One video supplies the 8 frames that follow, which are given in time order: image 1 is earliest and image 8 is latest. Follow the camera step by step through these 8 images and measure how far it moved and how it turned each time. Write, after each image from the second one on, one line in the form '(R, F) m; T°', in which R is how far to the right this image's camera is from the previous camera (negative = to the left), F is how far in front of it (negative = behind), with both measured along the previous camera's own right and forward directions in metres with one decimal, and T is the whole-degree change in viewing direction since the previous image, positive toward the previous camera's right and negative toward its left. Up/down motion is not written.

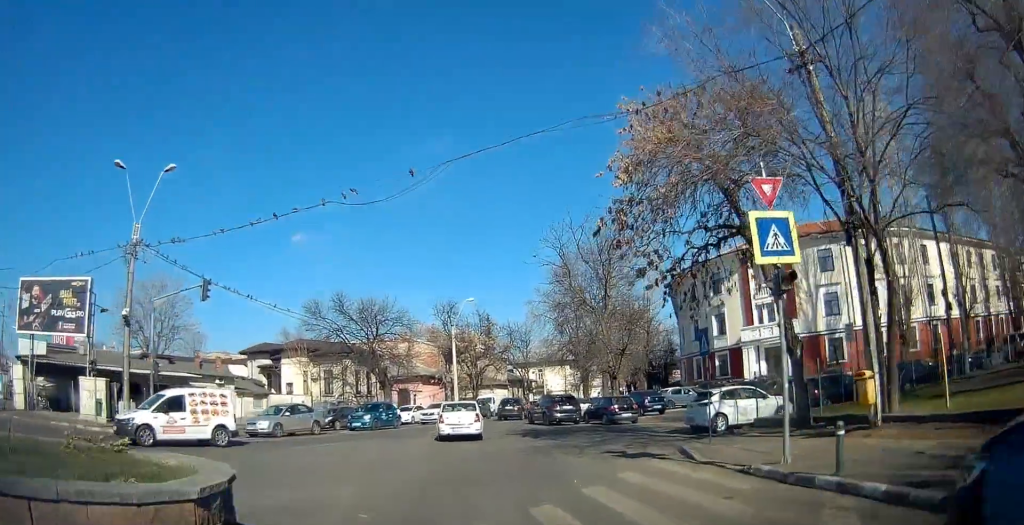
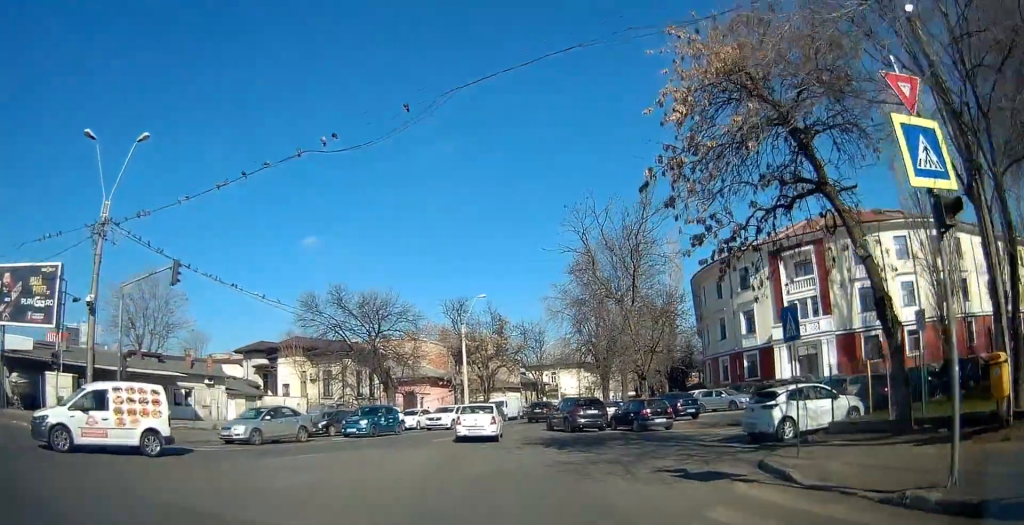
(-0.1, +4.2) m; 0°
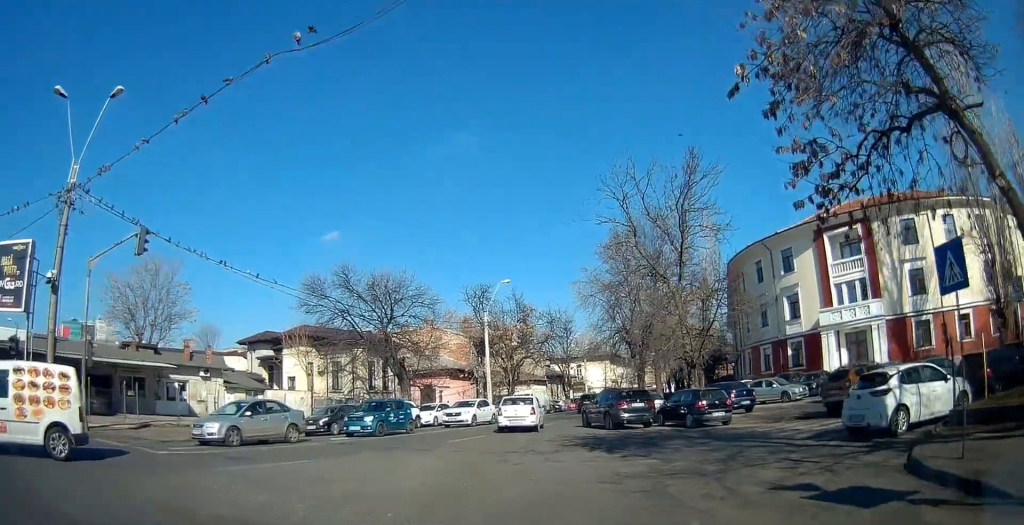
(+0.1, +4.3) m; 0°
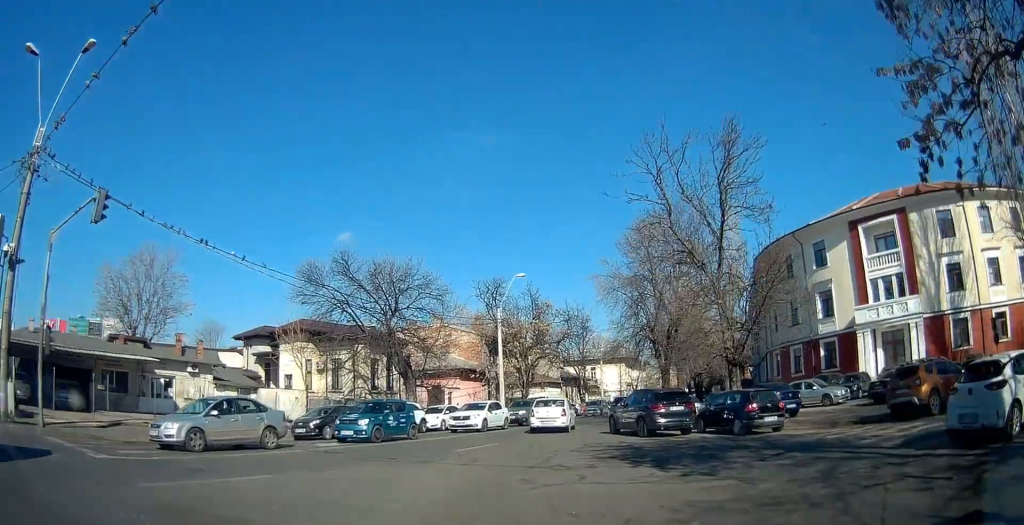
(+0.1, +3.2) m; 0°
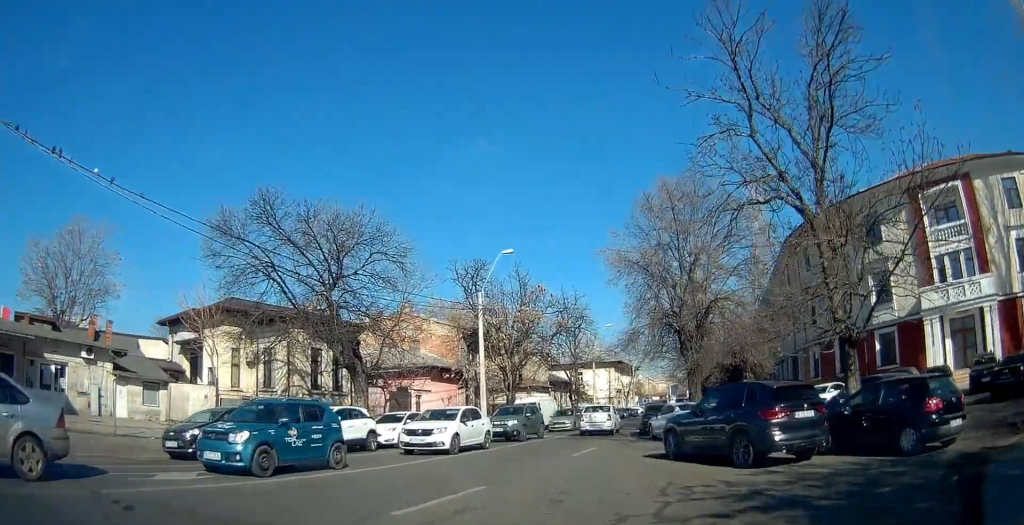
(0.0, +8.5) m; +1°
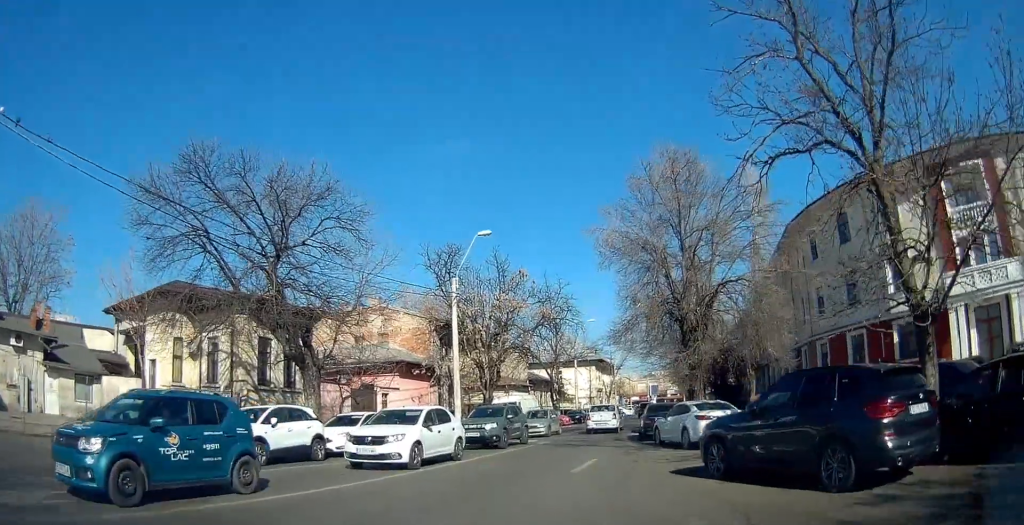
(+0.1, +3.9) m; +1°
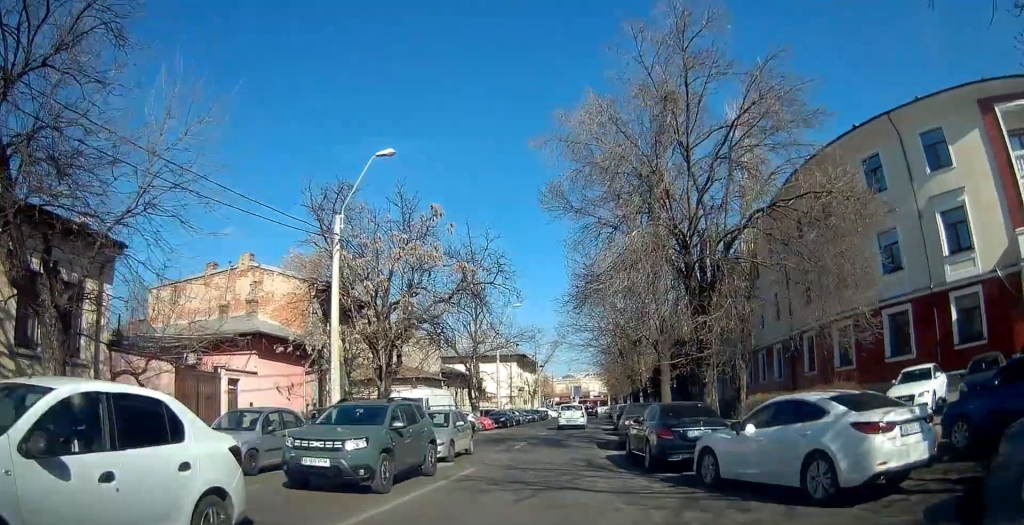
(+0.4, +10.4) m; +8°
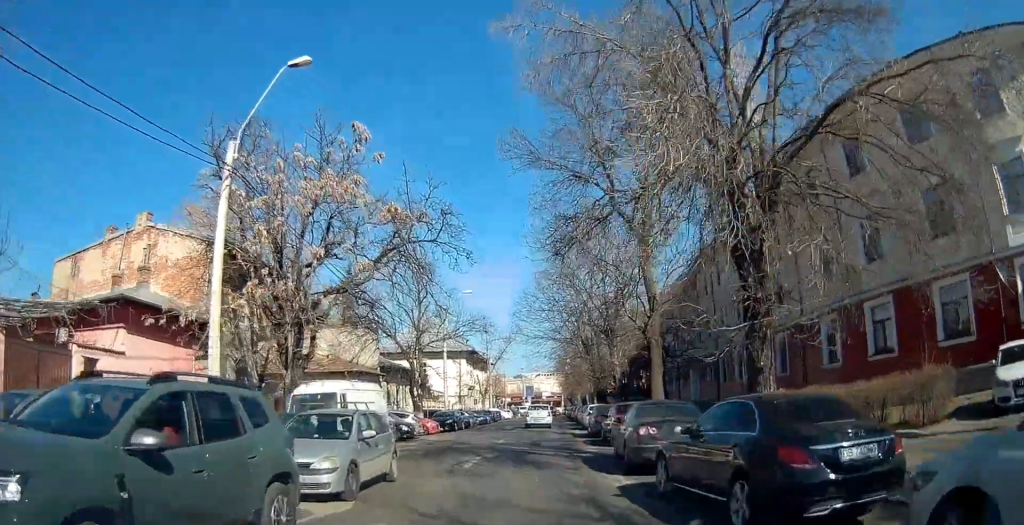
(+0.4, +5.9) m; +8°
